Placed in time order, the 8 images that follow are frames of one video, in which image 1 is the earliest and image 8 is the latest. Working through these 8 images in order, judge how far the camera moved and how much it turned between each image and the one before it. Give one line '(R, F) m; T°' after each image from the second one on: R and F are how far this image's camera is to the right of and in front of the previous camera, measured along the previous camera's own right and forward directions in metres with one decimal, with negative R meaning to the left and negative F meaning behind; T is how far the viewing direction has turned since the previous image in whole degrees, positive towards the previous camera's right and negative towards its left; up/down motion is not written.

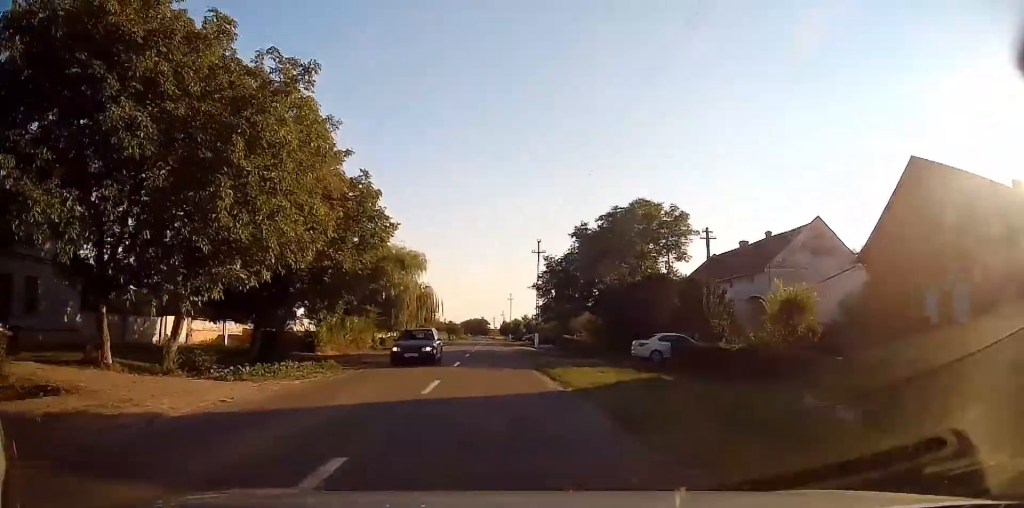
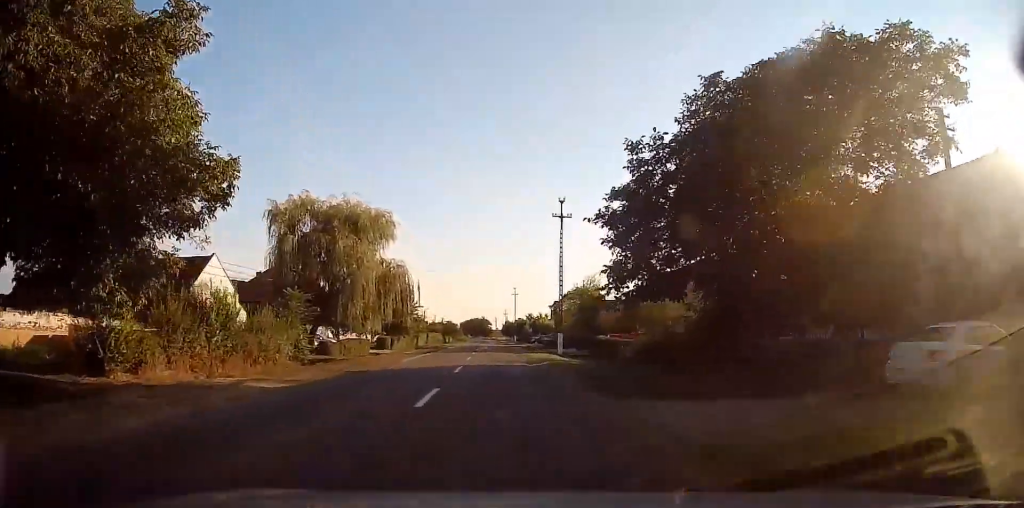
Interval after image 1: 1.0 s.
(+0.3, +19.7) m; 0°
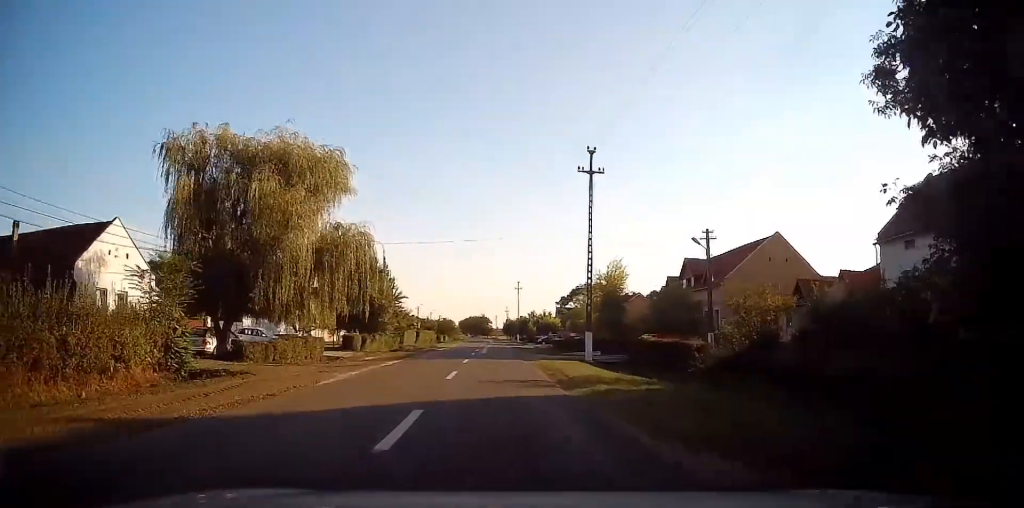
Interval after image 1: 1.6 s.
(-0.3, +12.7) m; 0°
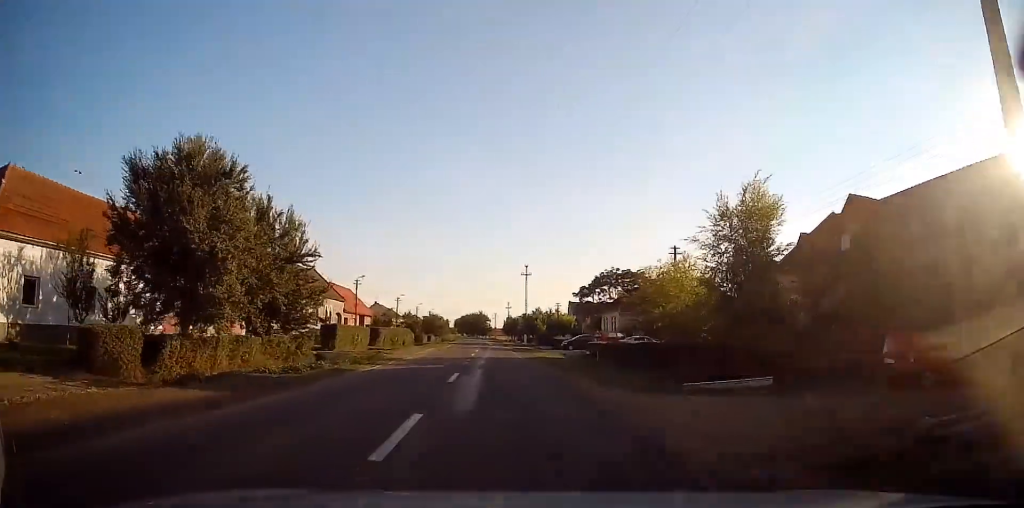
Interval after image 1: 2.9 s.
(+0.3, +28.0) m; 0°
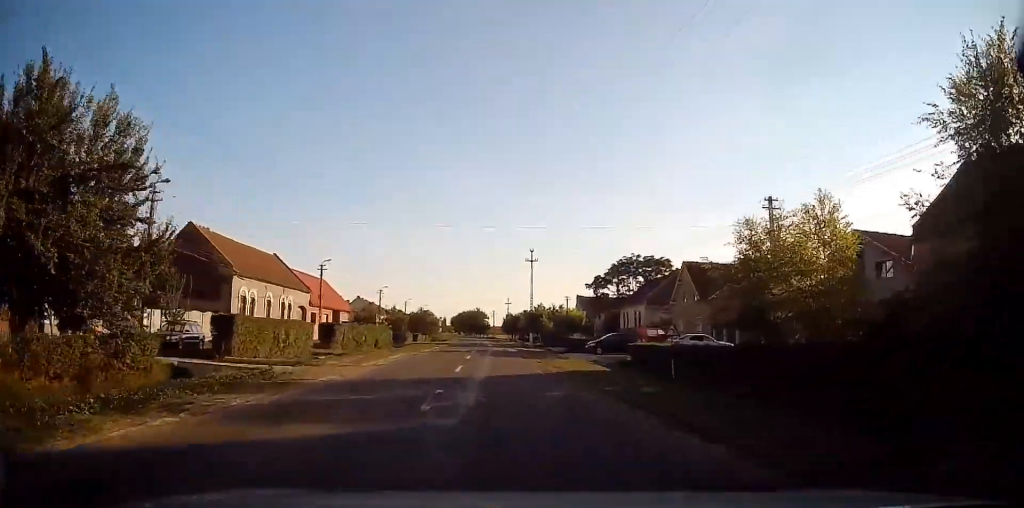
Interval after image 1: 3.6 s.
(-0.3, +14.5) m; 0°
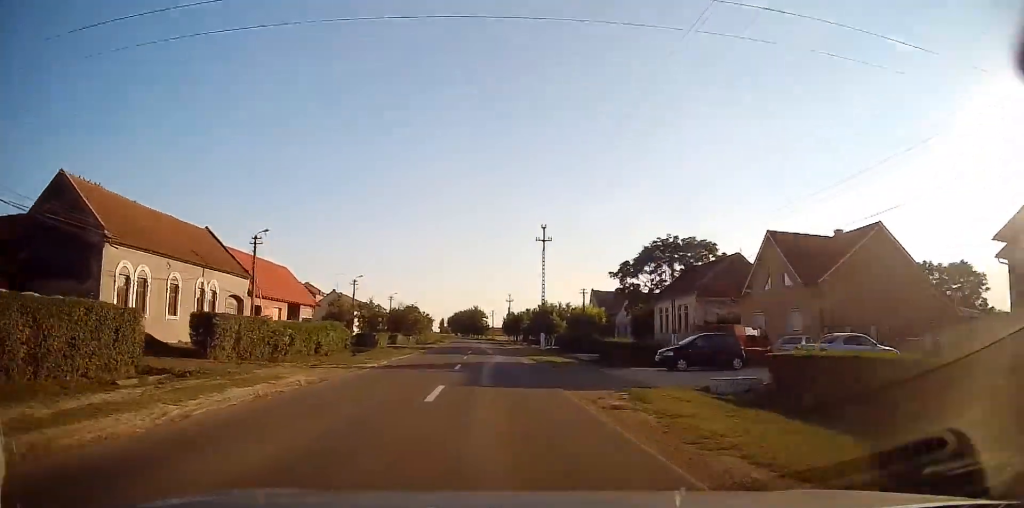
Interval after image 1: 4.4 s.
(0.0, +16.5) m; +1°
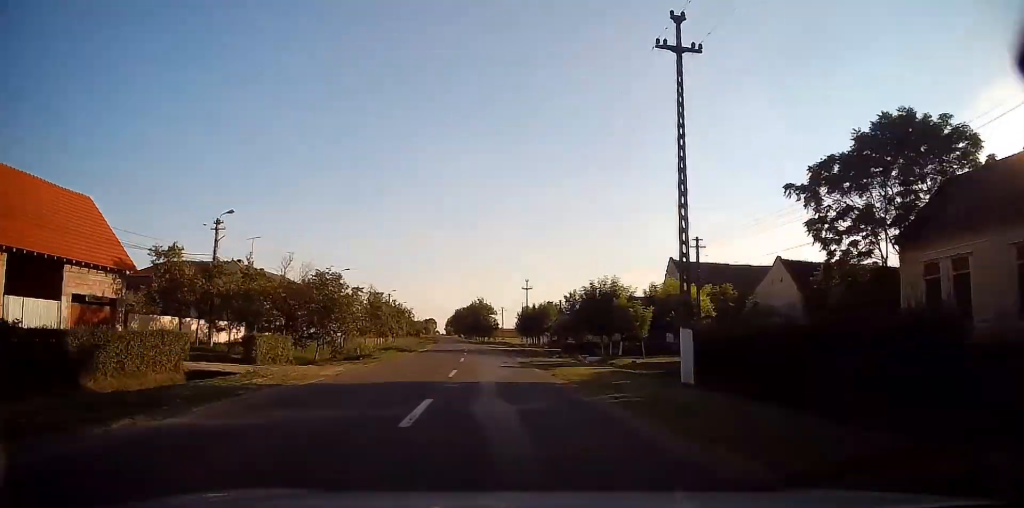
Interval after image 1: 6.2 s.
(+0.6, +36.9) m; 0°
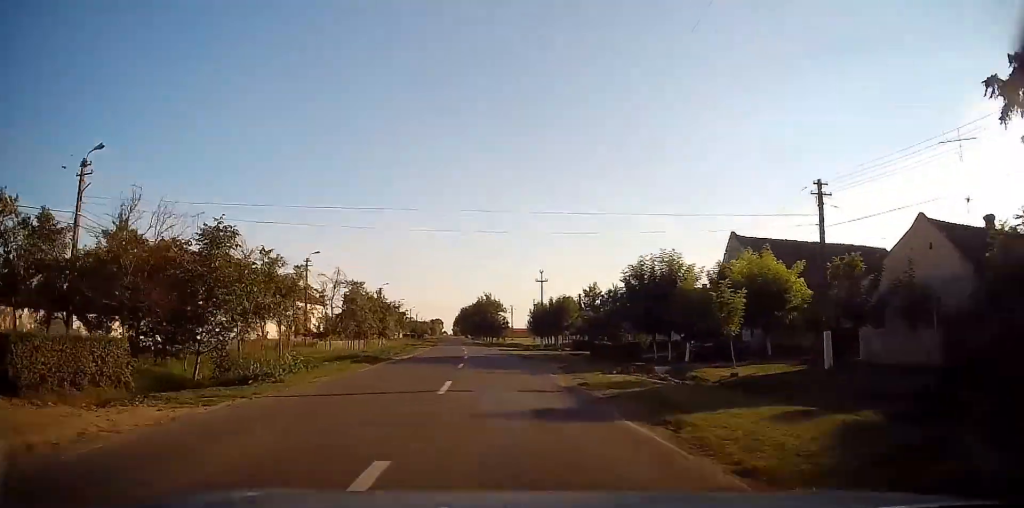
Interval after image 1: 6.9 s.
(-0.1, +12.9) m; -1°
